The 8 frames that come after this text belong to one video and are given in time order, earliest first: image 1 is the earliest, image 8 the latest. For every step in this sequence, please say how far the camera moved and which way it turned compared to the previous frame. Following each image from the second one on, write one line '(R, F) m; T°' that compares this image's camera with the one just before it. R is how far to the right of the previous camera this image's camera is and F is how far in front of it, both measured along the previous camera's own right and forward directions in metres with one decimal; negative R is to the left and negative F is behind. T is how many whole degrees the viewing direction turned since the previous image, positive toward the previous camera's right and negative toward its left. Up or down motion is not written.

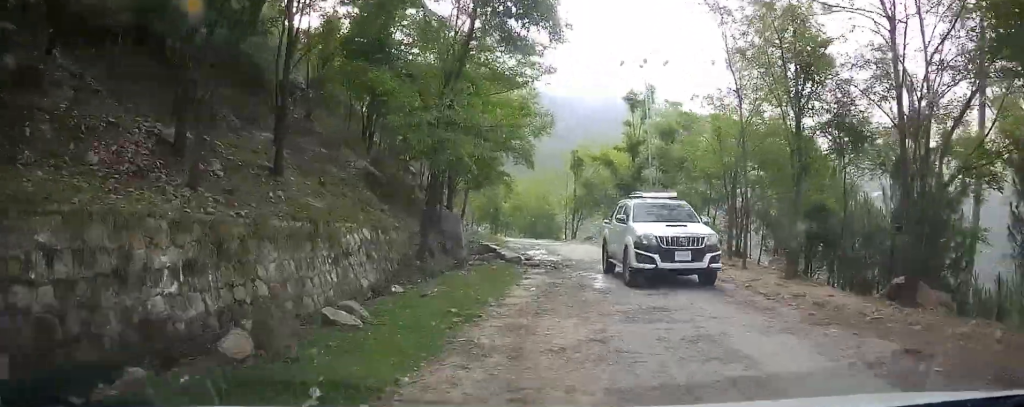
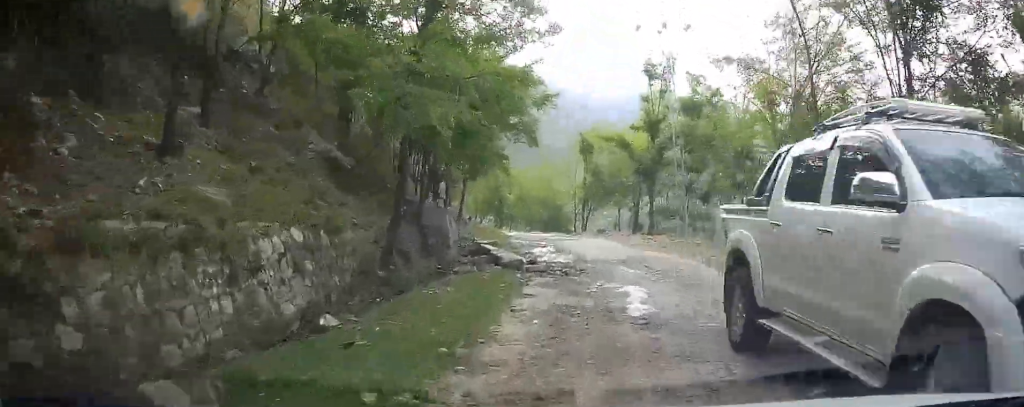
(-0.1, +3.8) m; +5°
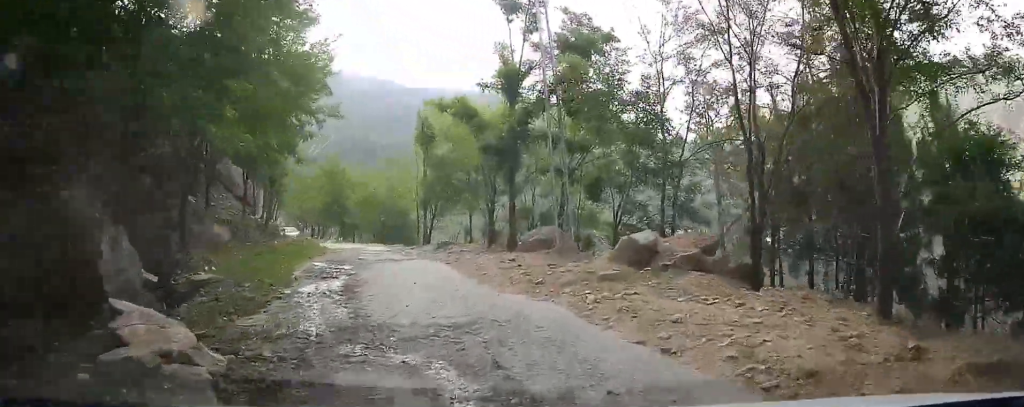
(+1.4, +8.2) m; +11°
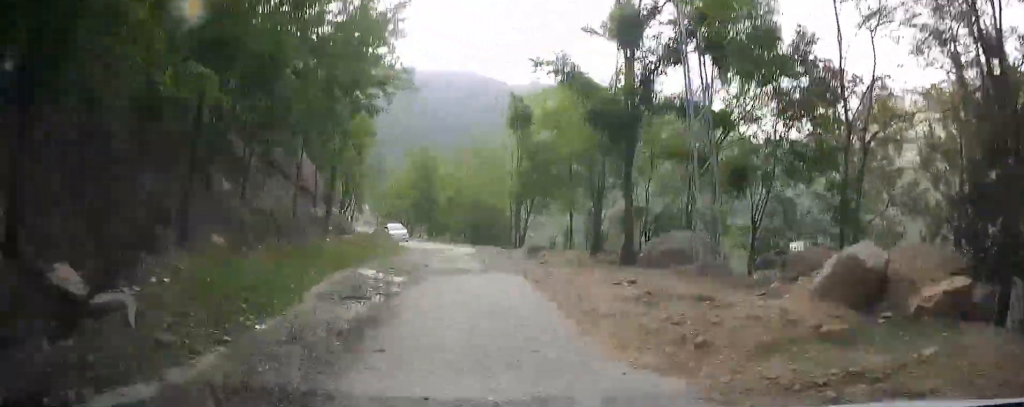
(-0.3, +3.9) m; -4°
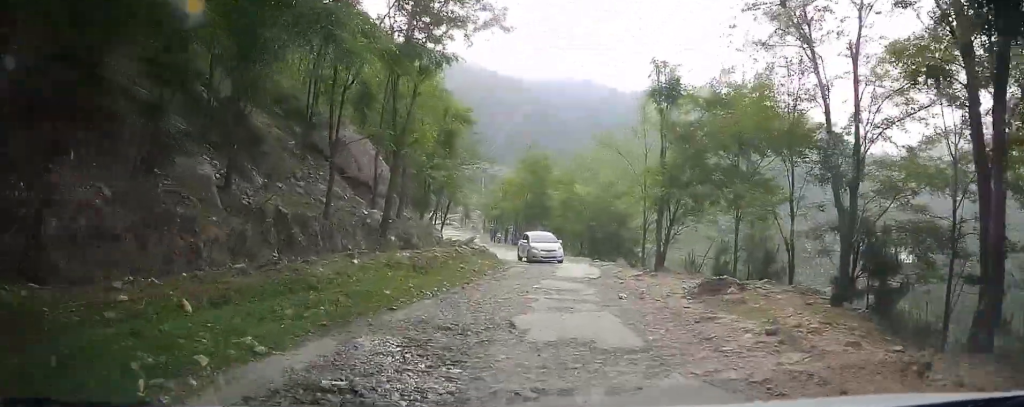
(-0.3, +7.8) m; -9°
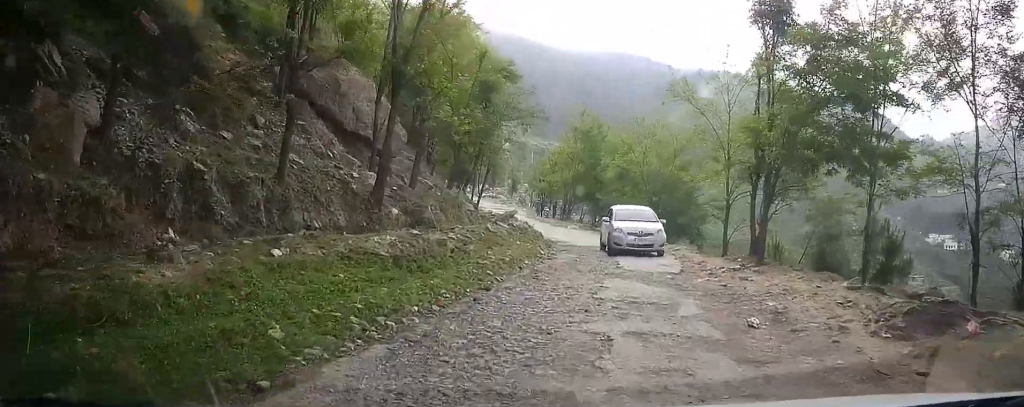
(-0.6, +5.5) m; -10°
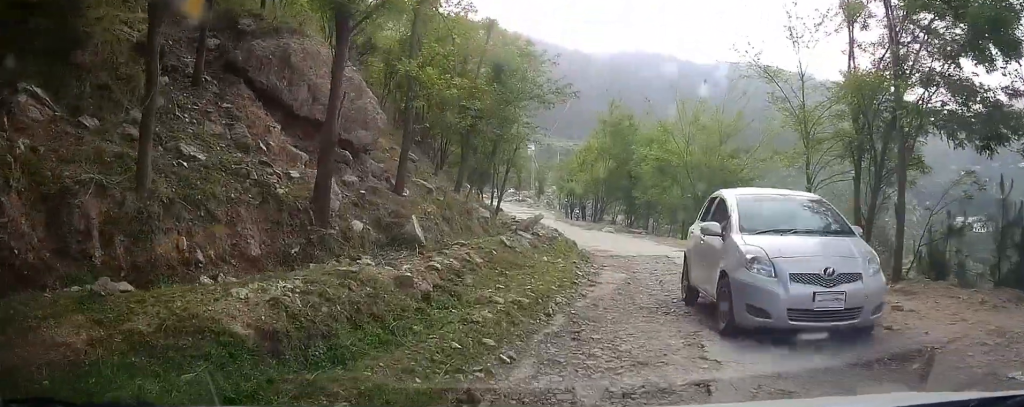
(-0.6, +6.4) m; -6°
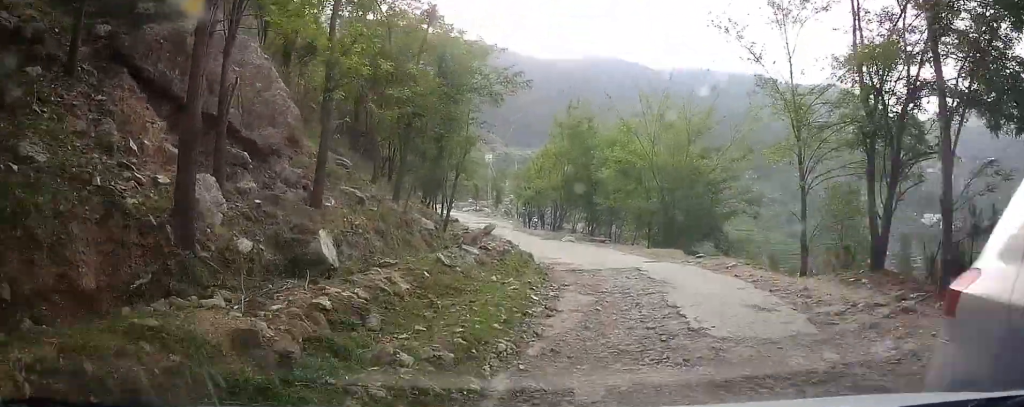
(0.0, +4.0) m; +4°
